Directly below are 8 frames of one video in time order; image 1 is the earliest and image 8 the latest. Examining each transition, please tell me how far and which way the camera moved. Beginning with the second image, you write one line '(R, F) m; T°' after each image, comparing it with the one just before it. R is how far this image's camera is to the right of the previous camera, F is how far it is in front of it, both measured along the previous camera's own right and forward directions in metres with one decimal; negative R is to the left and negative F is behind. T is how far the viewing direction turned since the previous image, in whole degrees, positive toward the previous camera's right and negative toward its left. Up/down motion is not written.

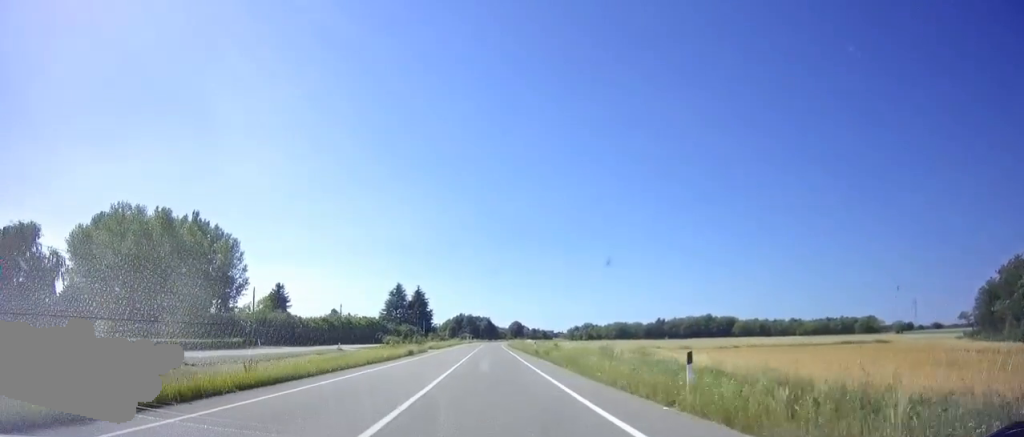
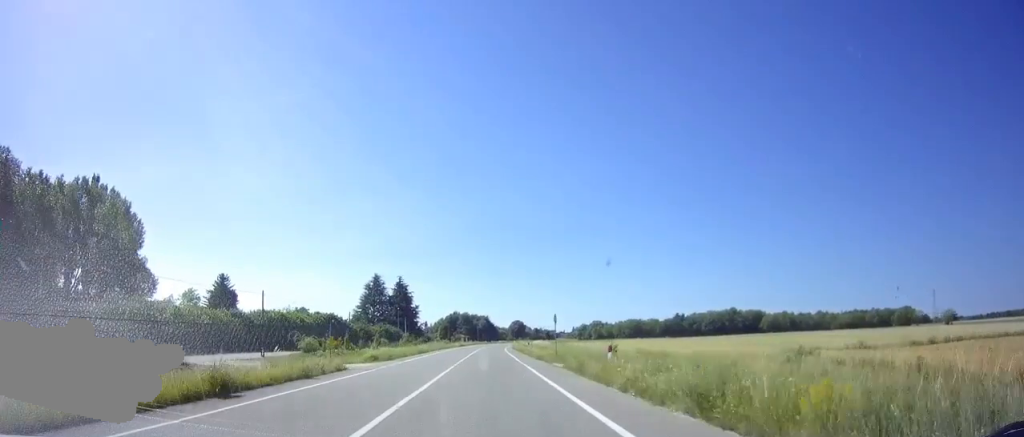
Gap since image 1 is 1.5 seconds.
(0.0, +29.8) m; 0°
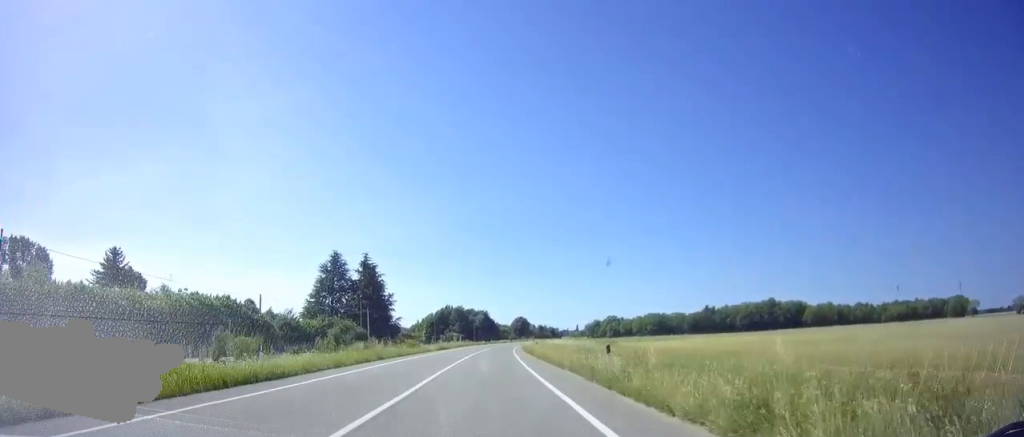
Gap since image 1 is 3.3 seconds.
(0.0, +36.3) m; 0°
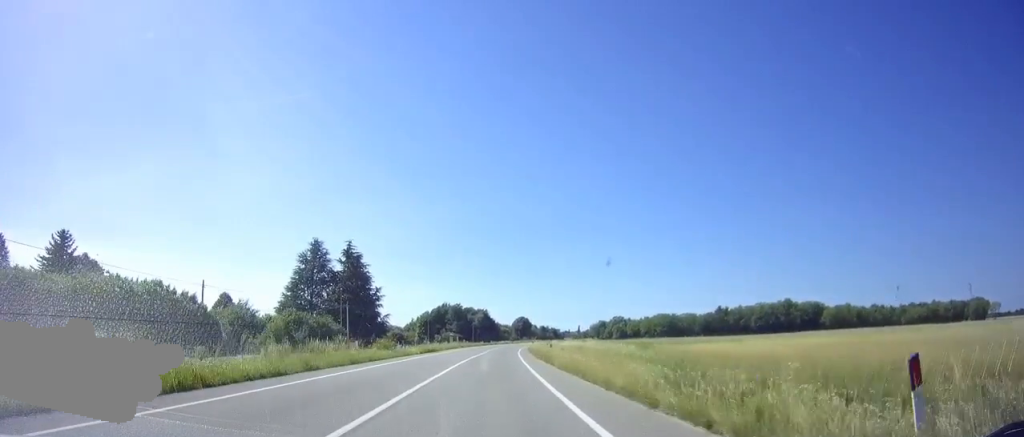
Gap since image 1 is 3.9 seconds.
(0.0, +12.1) m; 0°
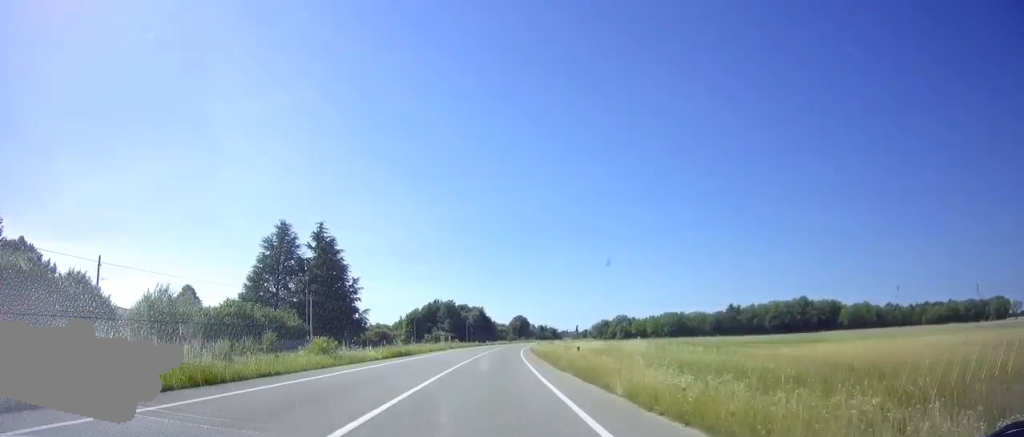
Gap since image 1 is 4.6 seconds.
(+0.1, +14.1) m; +1°
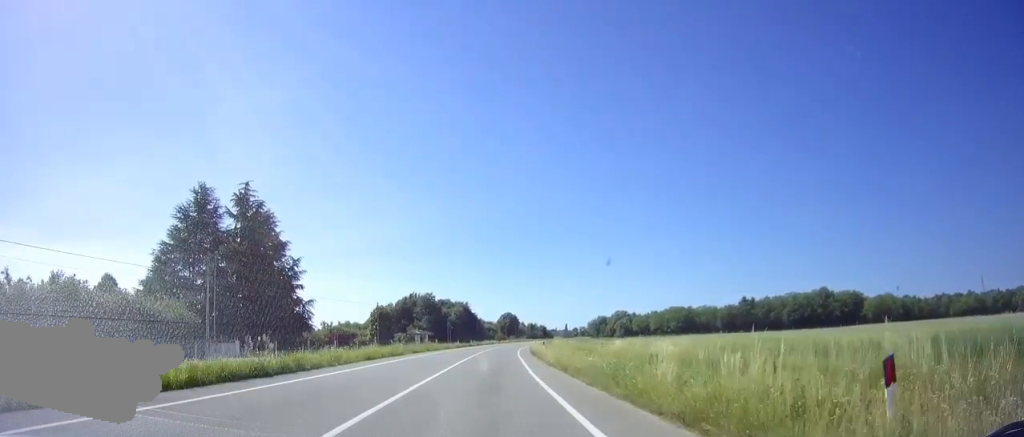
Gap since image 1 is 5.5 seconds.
(+0.2, +19.6) m; +1°
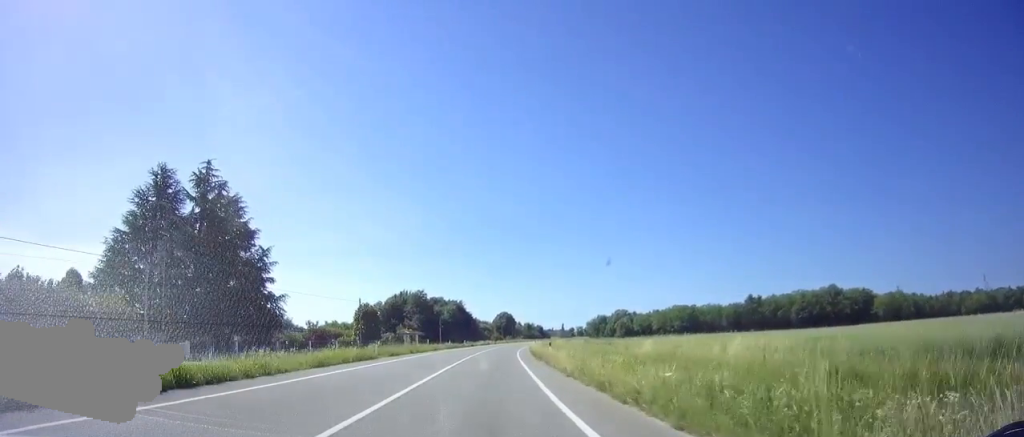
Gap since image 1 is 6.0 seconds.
(0.0, +8.8) m; 0°
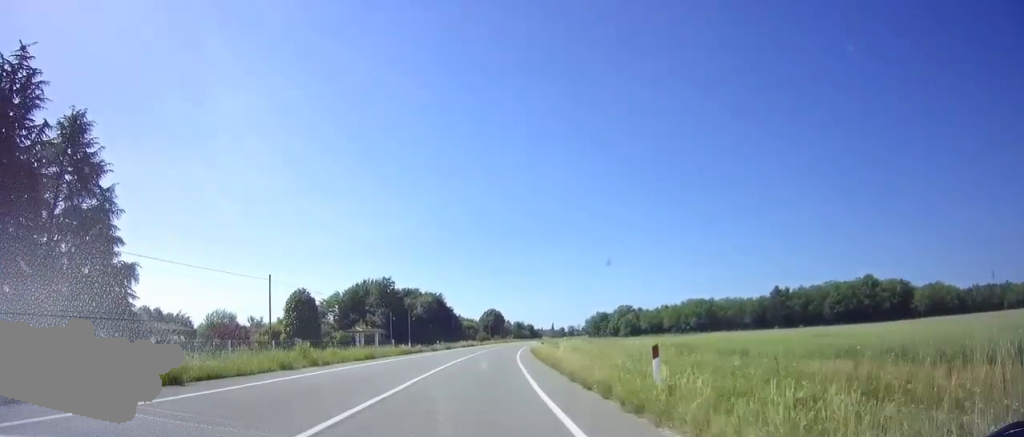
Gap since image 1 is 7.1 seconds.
(+0.3, +23.1) m; +1°
